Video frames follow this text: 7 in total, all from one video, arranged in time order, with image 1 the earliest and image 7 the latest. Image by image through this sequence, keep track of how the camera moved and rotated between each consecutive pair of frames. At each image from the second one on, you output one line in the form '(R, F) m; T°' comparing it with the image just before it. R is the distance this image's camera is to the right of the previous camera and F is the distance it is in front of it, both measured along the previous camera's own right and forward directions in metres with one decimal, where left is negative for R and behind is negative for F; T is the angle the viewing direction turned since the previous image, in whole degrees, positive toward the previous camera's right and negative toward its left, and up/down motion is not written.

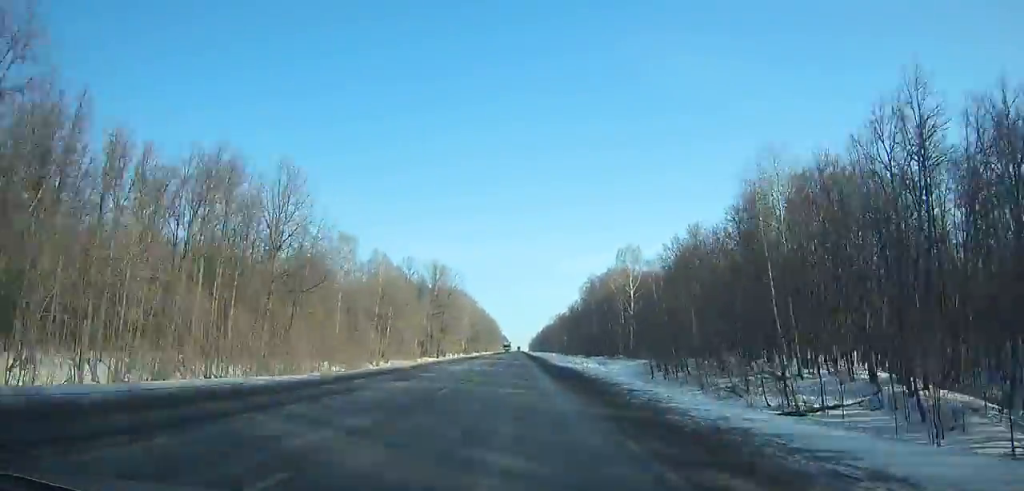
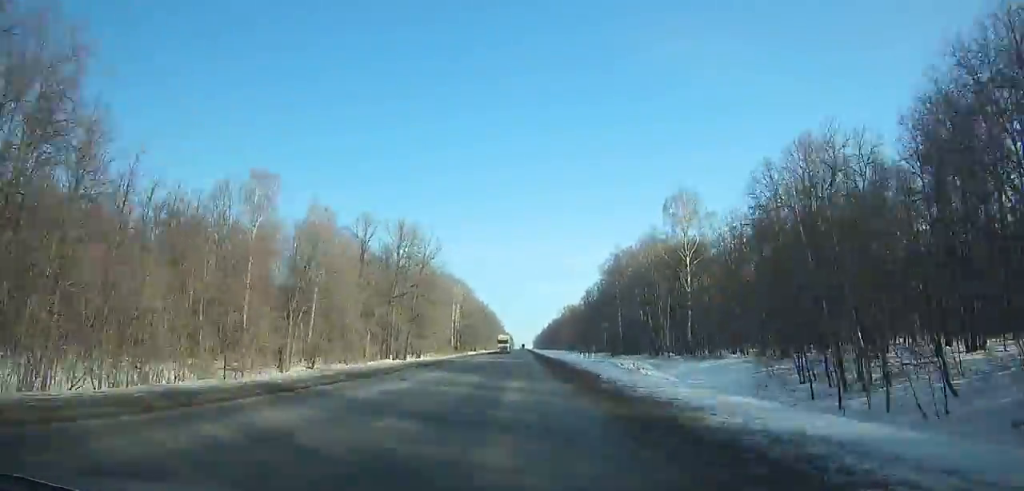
(-1.0, +45.7) m; -2°
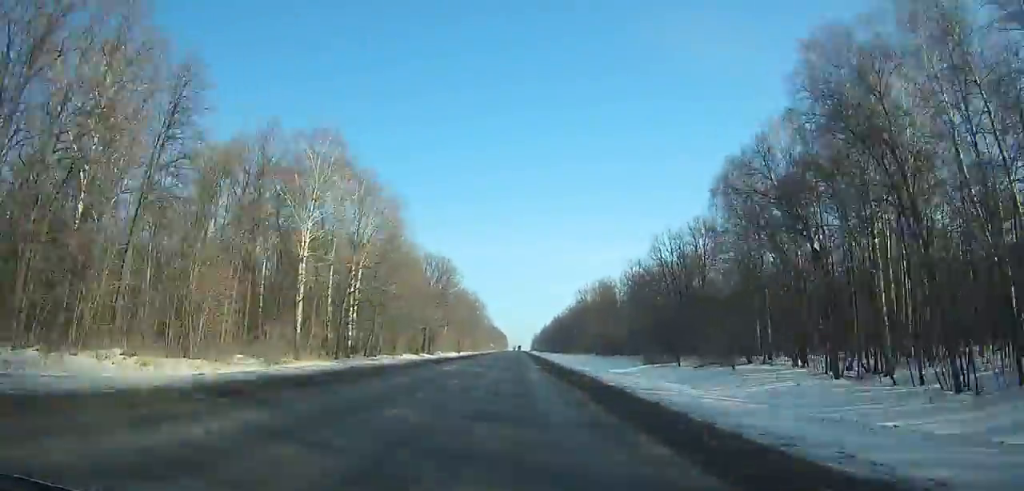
(-1.7, +112.6) m; -1°
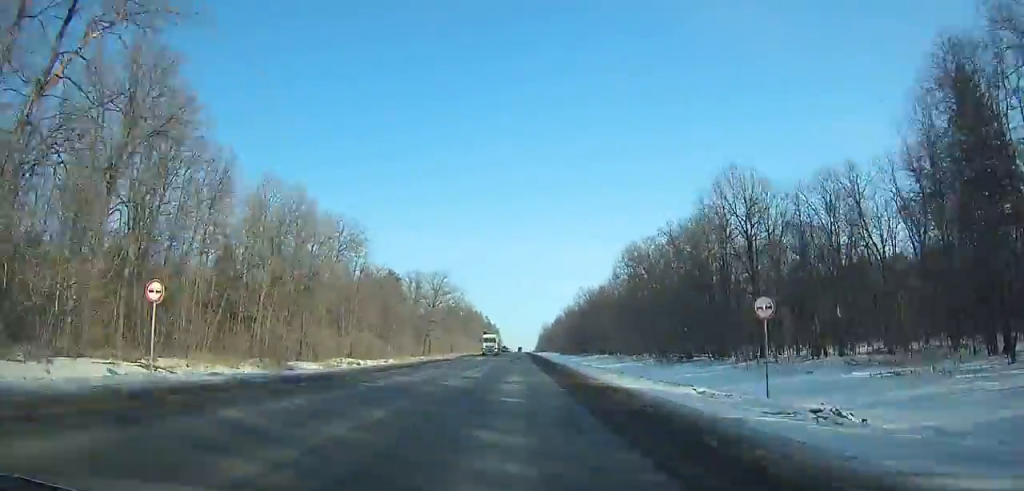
(+1.9, +231.4) m; +1°
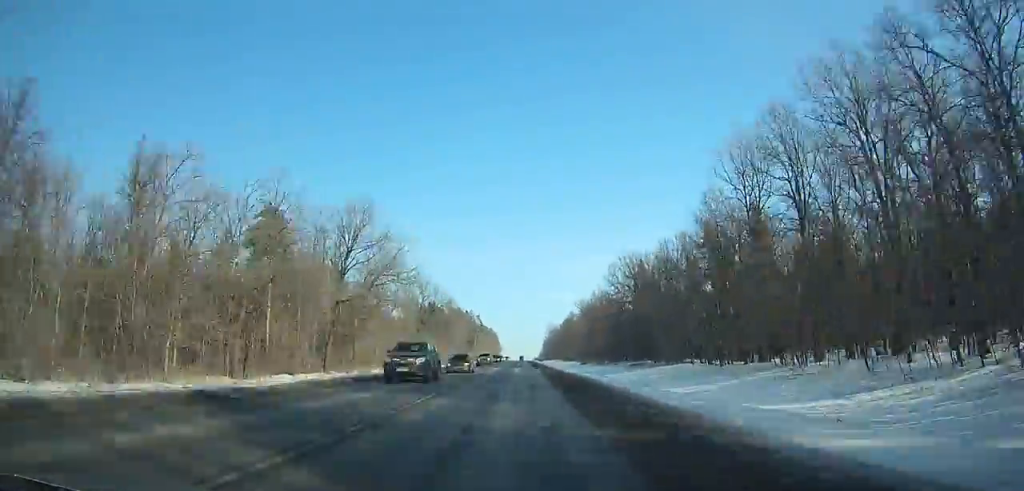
(-0.1, +65.1) m; 0°
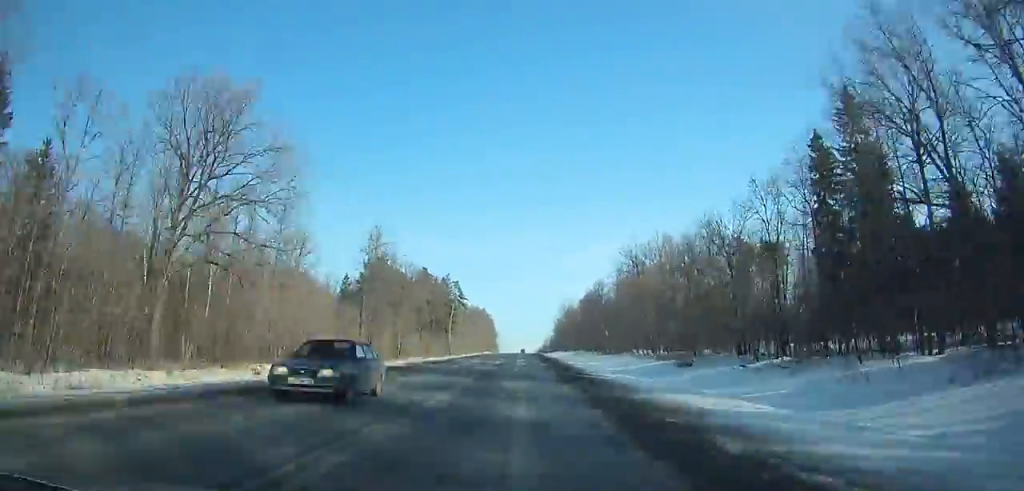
(-0.1, +86.9) m; 0°
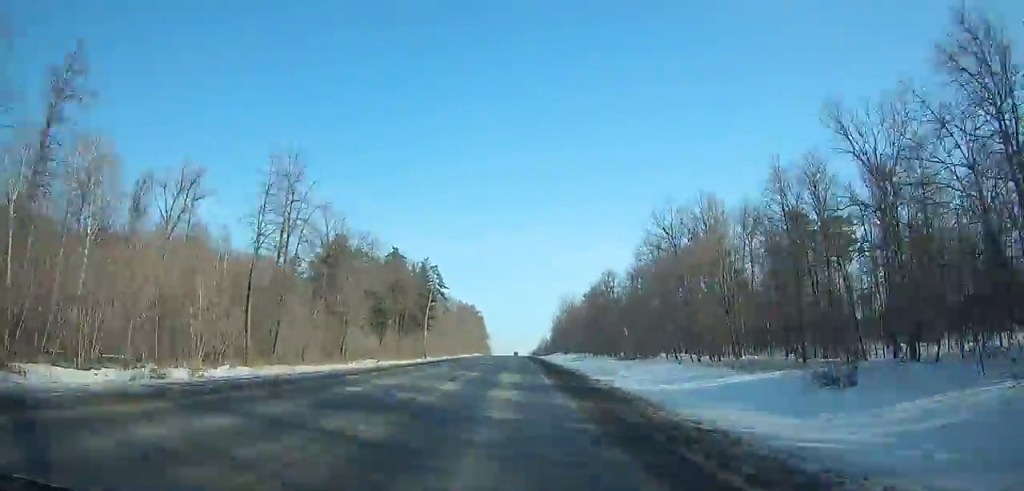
(0.0, +29.1) m; 0°
